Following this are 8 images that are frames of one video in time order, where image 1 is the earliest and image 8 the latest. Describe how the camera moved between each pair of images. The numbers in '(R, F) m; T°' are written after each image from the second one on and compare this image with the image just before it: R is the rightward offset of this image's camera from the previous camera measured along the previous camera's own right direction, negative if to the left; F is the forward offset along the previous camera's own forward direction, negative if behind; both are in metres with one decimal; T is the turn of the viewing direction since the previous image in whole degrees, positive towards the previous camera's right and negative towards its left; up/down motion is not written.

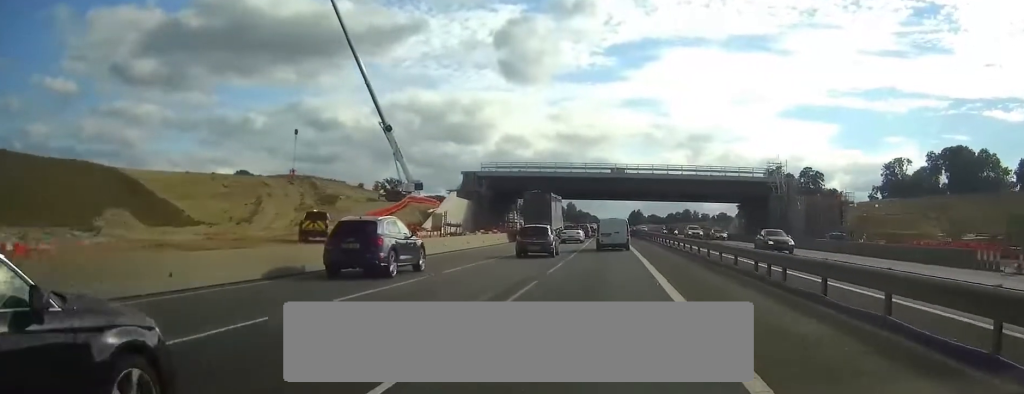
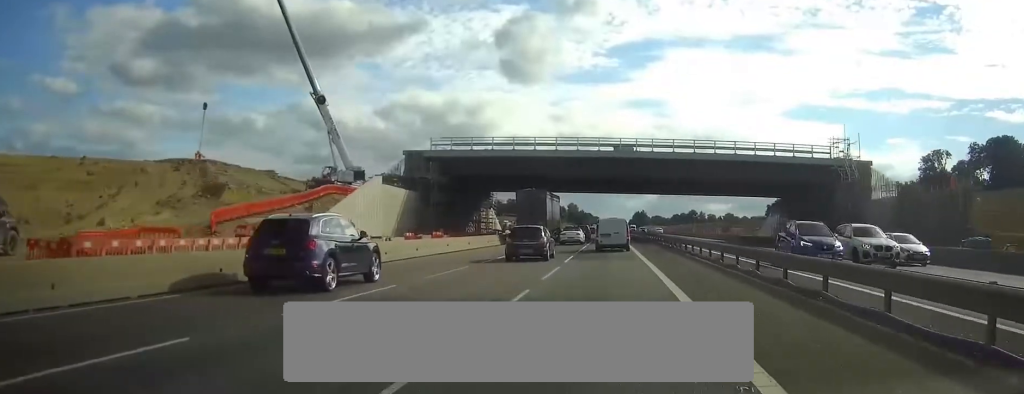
(-0.1, +28.6) m; 0°
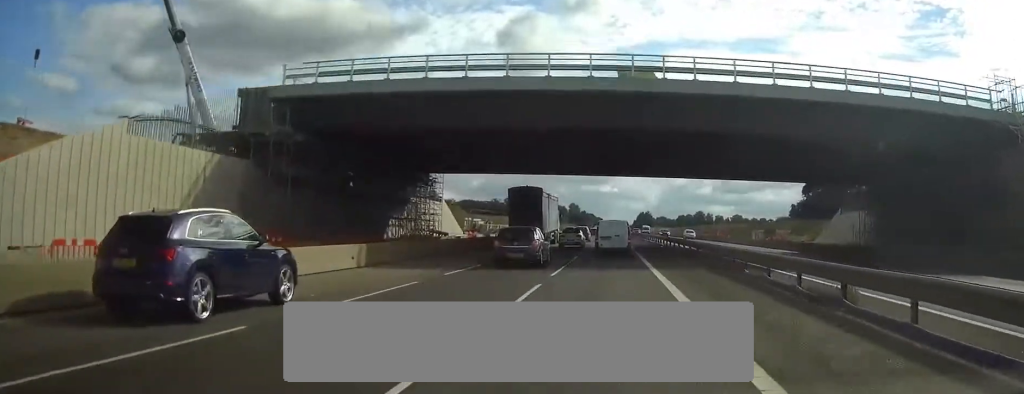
(0.0, +33.0) m; 0°
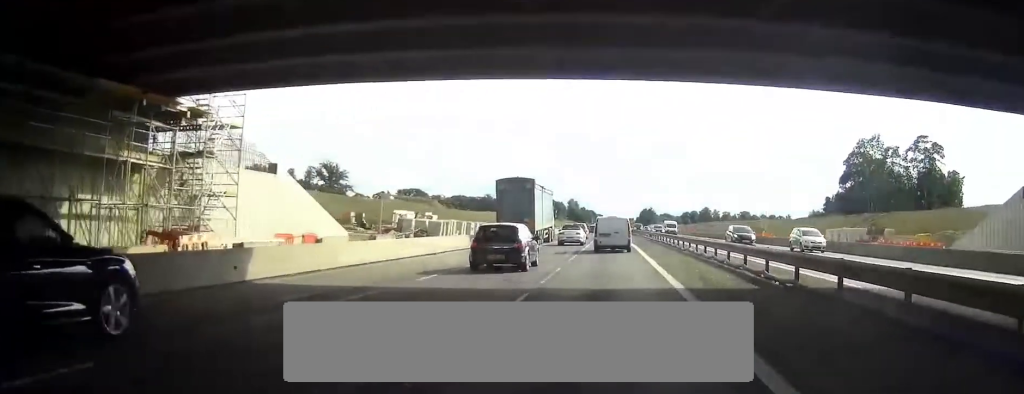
(-0.1, +37.8) m; 0°
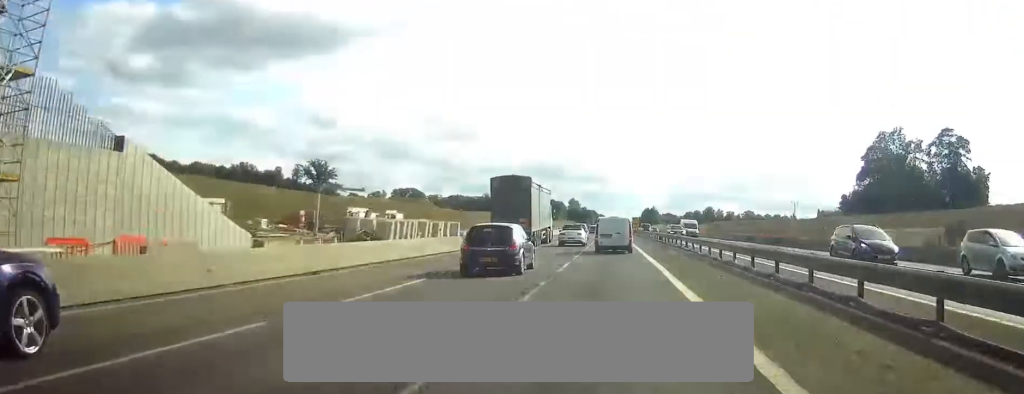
(-0.1, +13.5) m; 0°
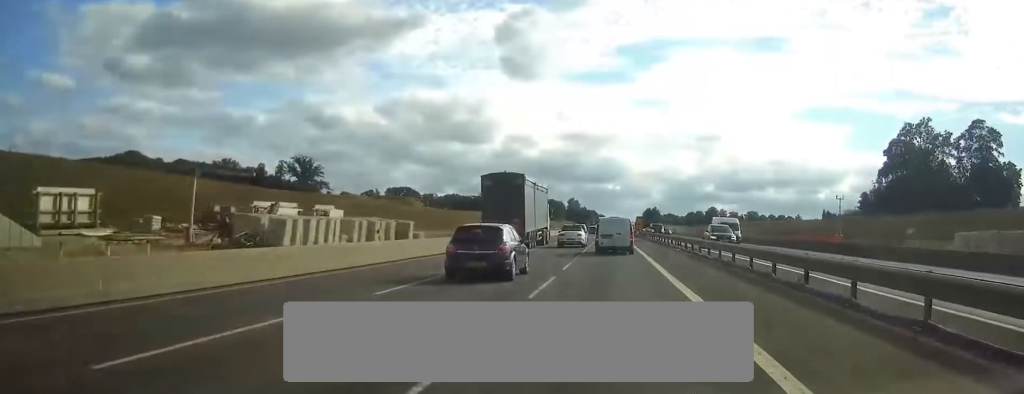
(0.0, +15.2) m; 0°
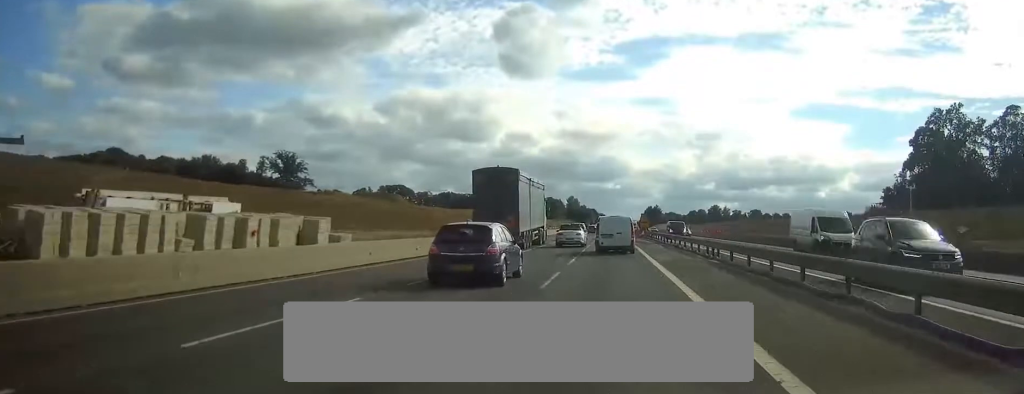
(0.0, +15.5) m; 0°
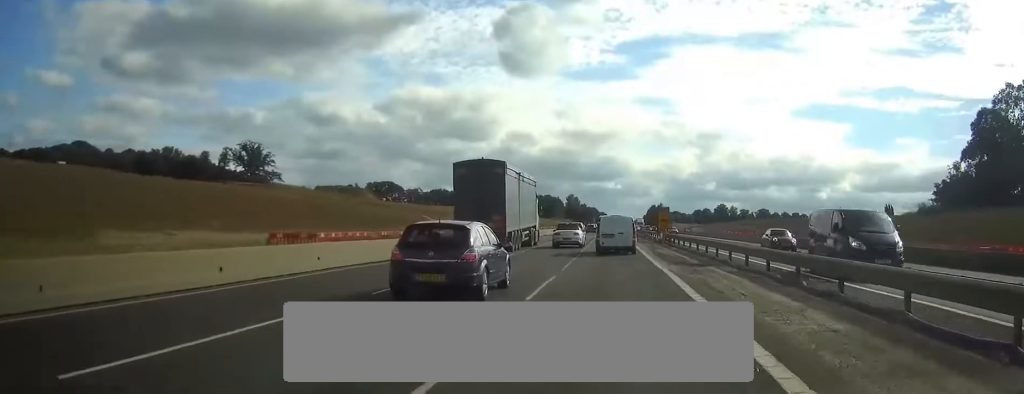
(-0.1, +28.6) m; 0°
